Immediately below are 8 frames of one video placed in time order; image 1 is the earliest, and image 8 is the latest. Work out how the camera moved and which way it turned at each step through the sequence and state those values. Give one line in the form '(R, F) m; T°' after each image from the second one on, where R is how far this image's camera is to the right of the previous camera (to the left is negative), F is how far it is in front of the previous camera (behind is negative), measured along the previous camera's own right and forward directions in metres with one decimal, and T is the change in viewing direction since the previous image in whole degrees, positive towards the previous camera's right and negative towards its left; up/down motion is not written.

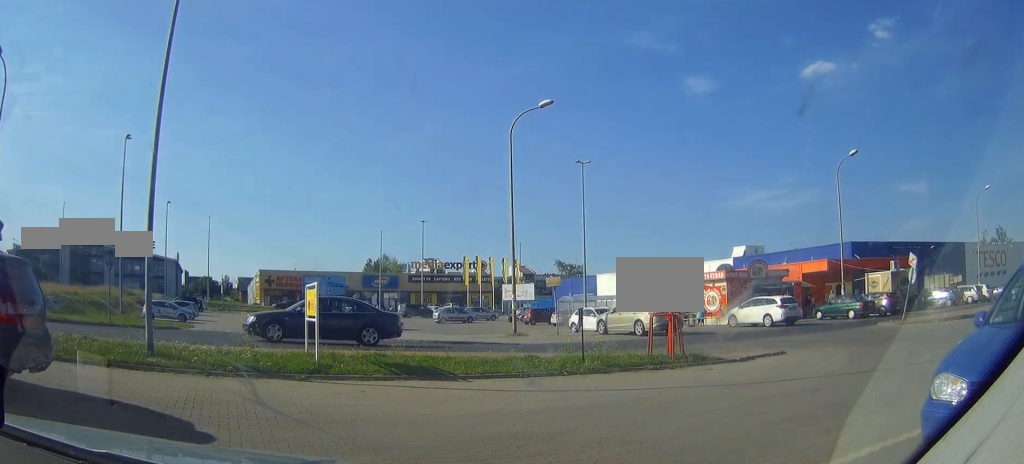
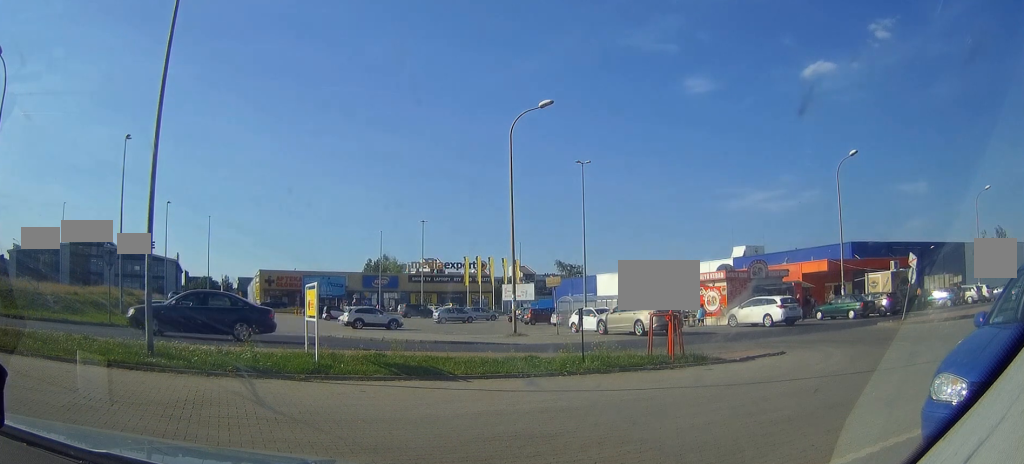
(0.0, 0.0) m; 0°
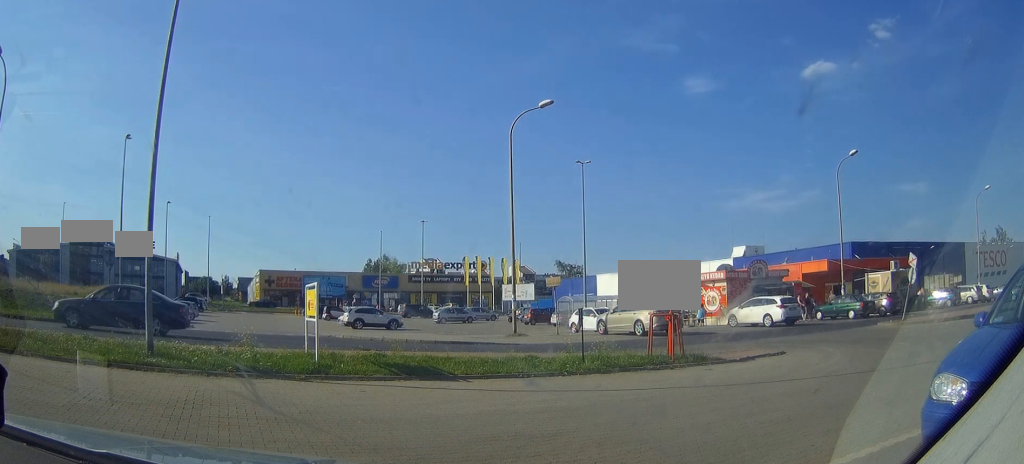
(0.0, 0.0) m; 0°
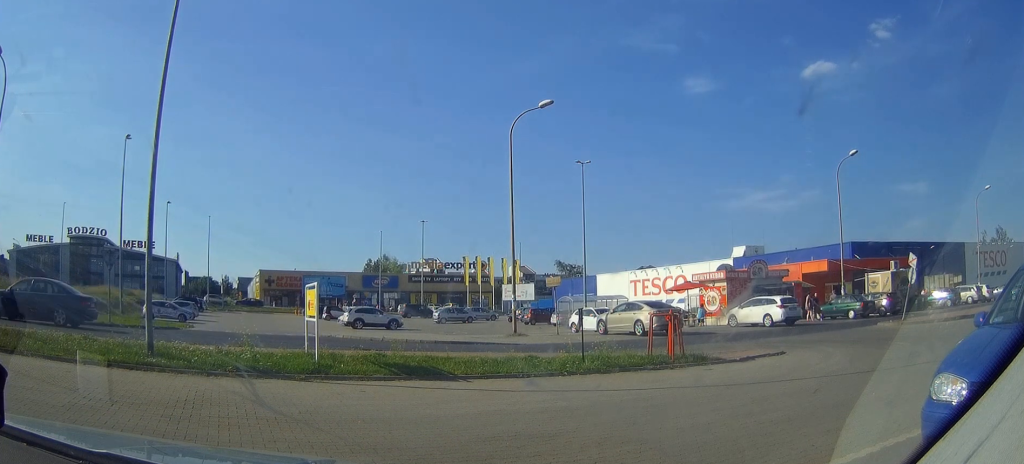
(0.0, 0.0) m; 0°
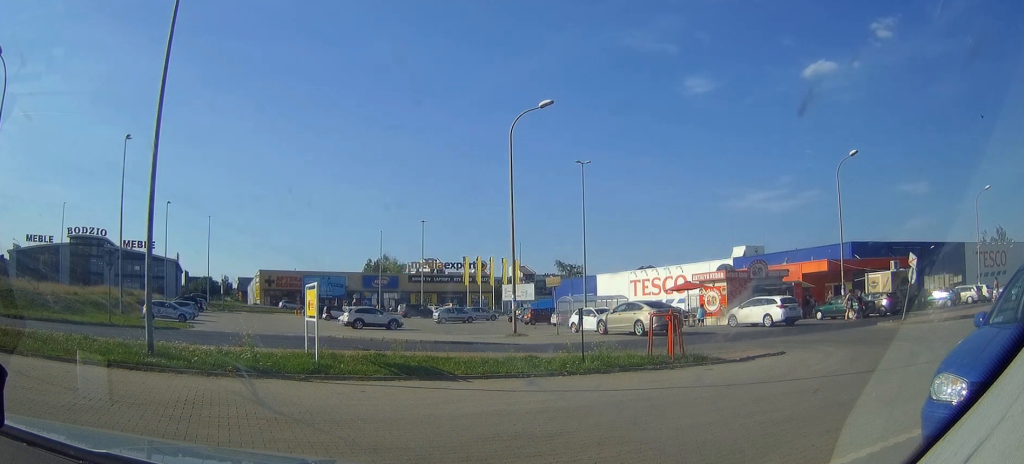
(0.0, 0.0) m; 0°
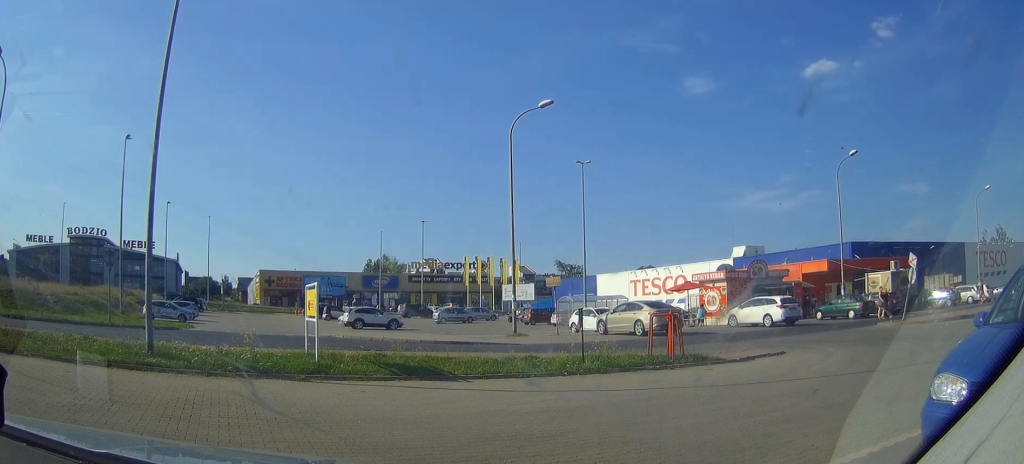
(0.0, 0.0) m; 0°
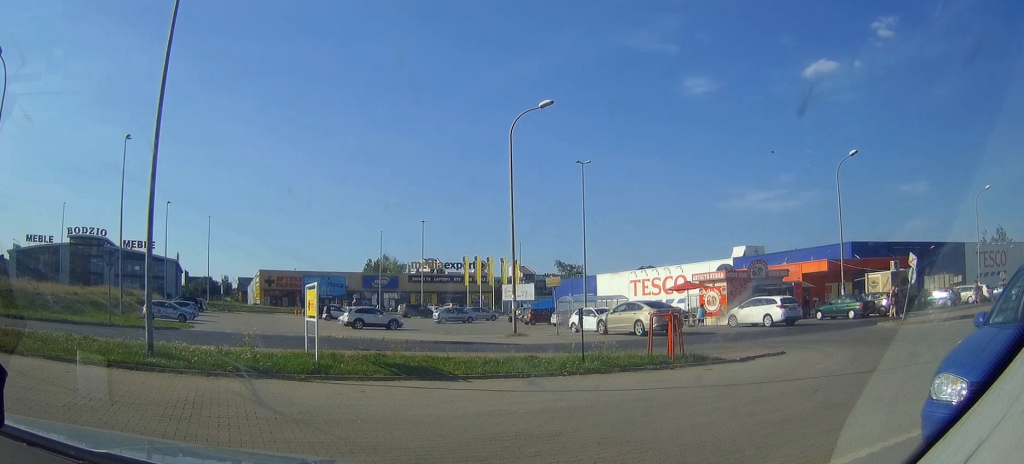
(0.0, 0.0) m; 0°
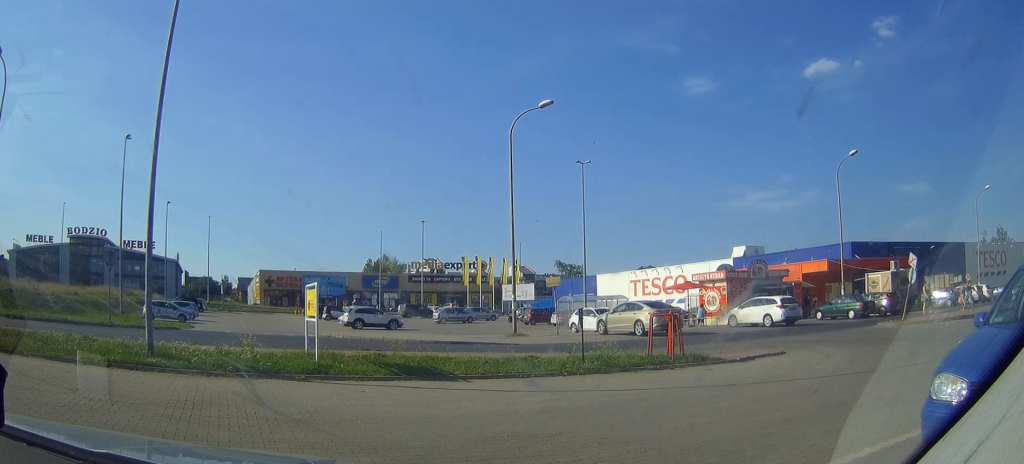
(0.0, 0.0) m; 0°
